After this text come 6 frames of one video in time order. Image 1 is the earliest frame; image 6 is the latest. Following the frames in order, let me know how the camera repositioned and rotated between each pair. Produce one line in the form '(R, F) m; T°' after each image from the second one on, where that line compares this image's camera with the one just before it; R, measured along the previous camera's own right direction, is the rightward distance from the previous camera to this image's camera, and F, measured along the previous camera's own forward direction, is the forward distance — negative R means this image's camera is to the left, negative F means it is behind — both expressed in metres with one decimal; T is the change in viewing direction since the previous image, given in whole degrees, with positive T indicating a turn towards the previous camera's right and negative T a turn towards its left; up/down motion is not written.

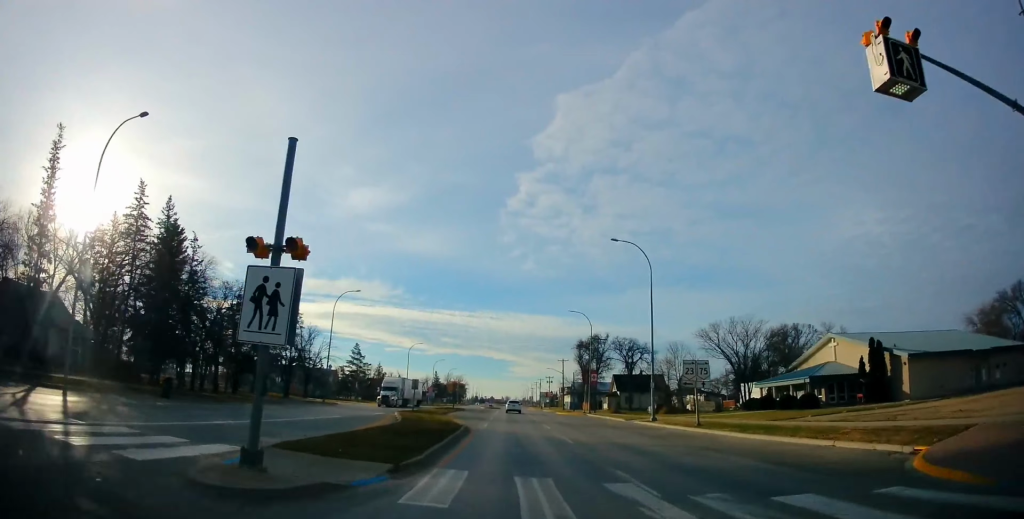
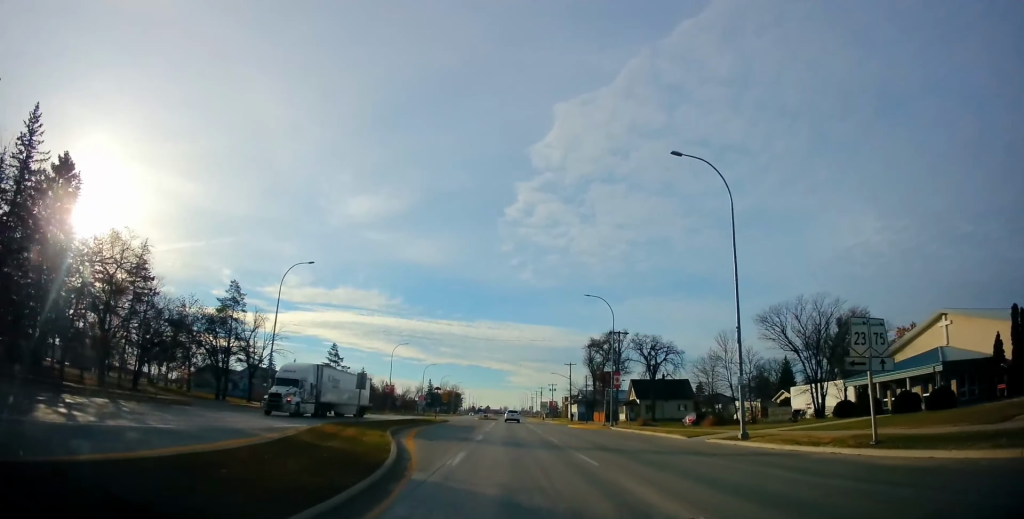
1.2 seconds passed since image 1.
(0.0, +17.9) m; 0°
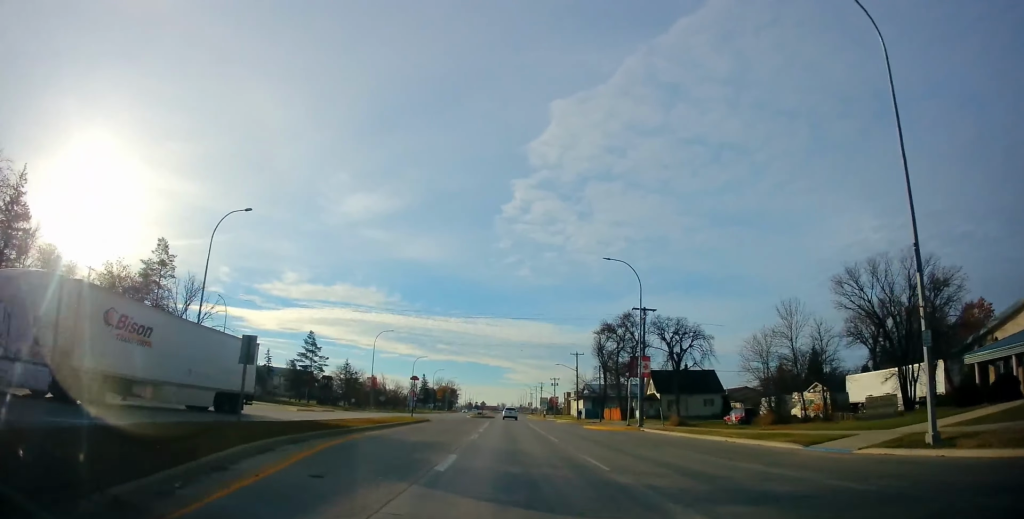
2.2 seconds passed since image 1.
(0.0, +13.9) m; 0°
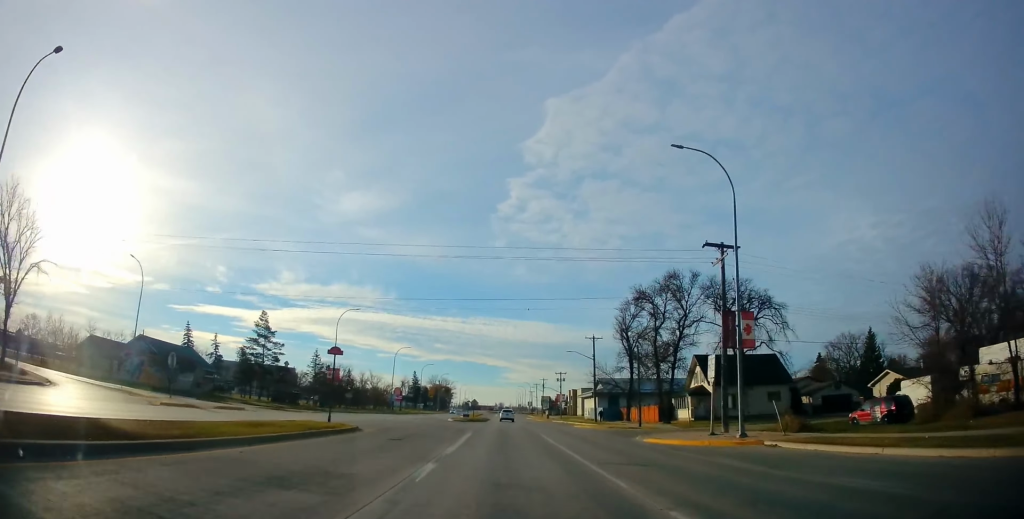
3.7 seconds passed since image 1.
(0.0, +21.6) m; 0°
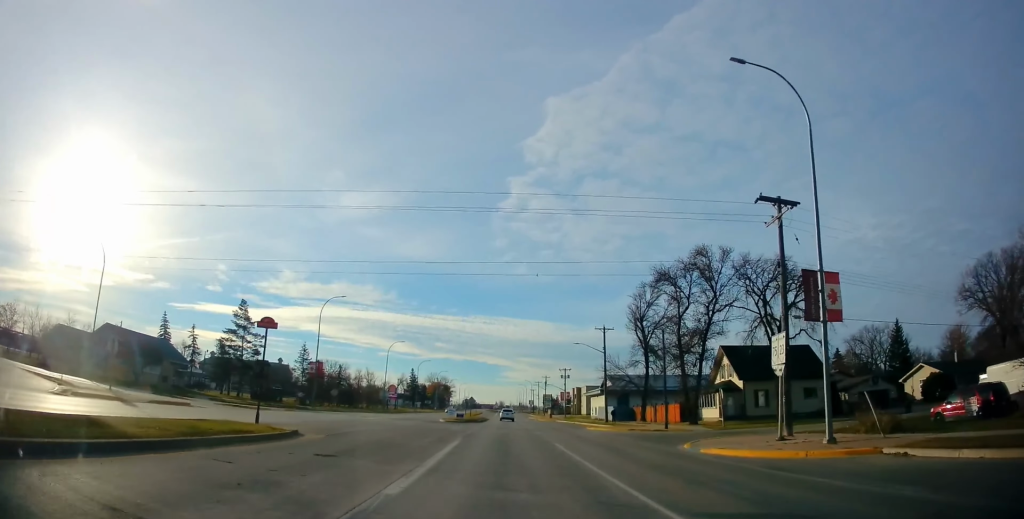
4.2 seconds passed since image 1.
(0.0, +8.0) m; +1°
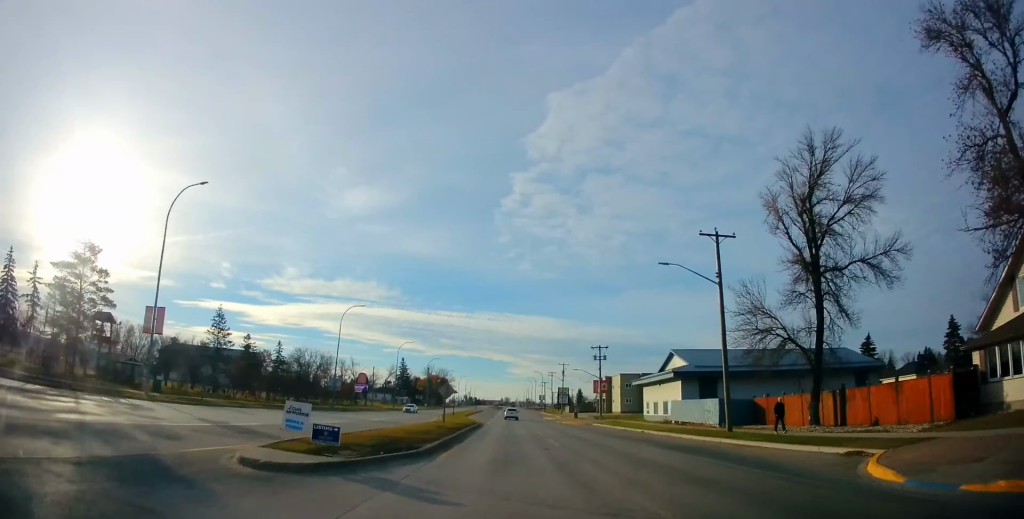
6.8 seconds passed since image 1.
(0.0, +37.7) m; -1°
